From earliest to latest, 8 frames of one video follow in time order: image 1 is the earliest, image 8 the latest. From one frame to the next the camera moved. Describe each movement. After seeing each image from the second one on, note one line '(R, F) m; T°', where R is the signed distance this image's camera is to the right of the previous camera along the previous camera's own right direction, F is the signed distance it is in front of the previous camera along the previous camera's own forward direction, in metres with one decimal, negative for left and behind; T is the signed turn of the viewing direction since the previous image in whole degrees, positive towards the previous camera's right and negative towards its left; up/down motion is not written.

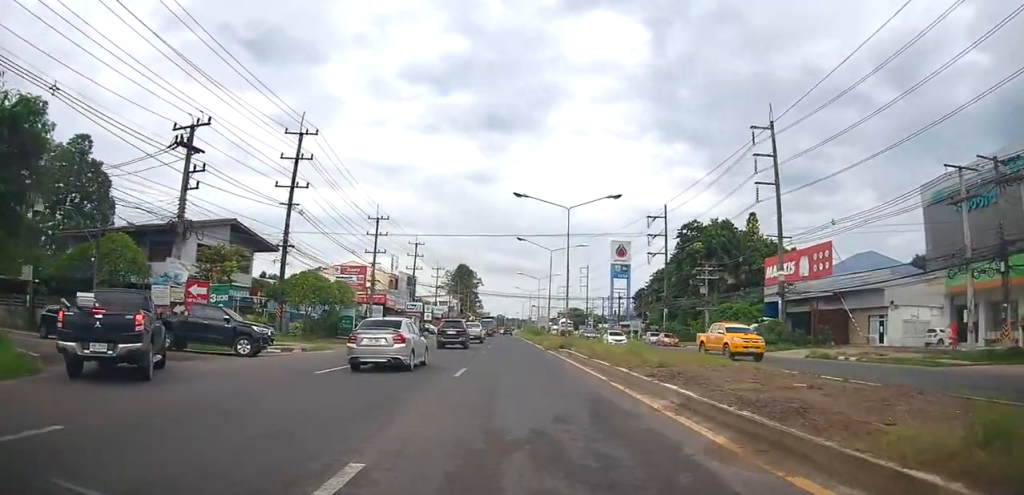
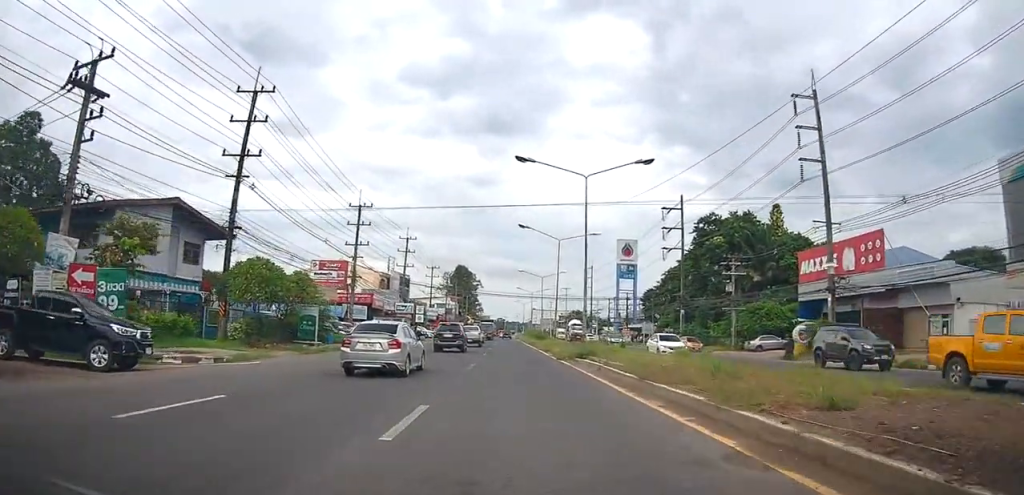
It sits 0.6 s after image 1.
(+0.1, +8.3) m; 0°
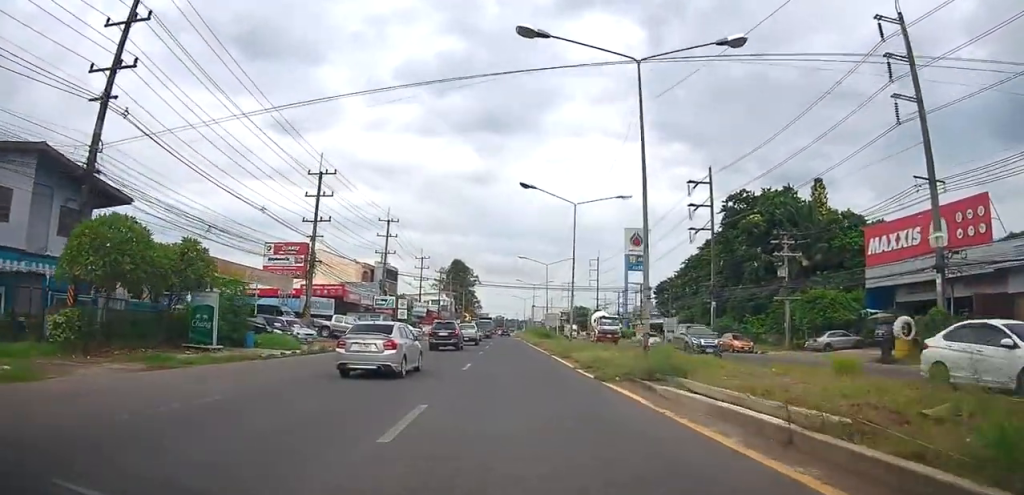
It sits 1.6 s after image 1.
(-0.2, +12.1) m; -1°
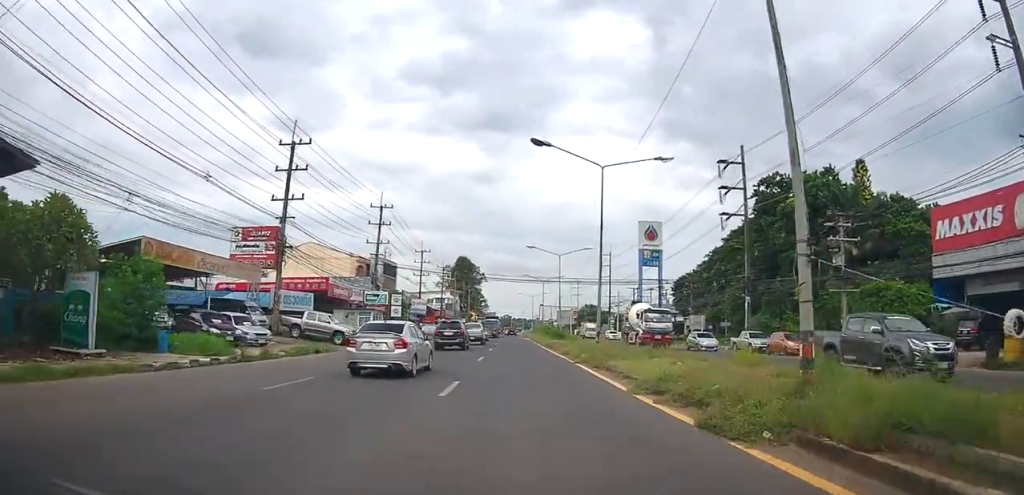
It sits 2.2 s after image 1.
(0.0, +7.7) m; 0°
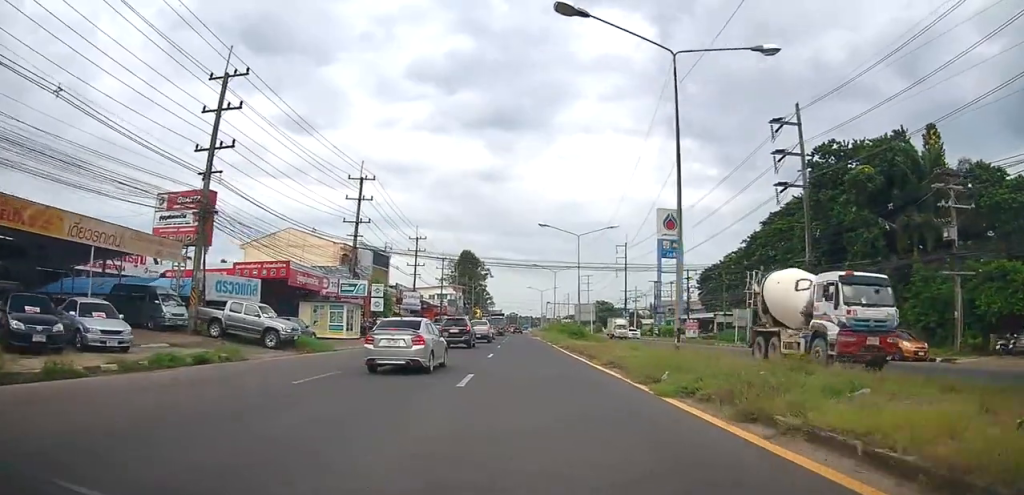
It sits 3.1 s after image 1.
(0.0, +11.0) m; -1°
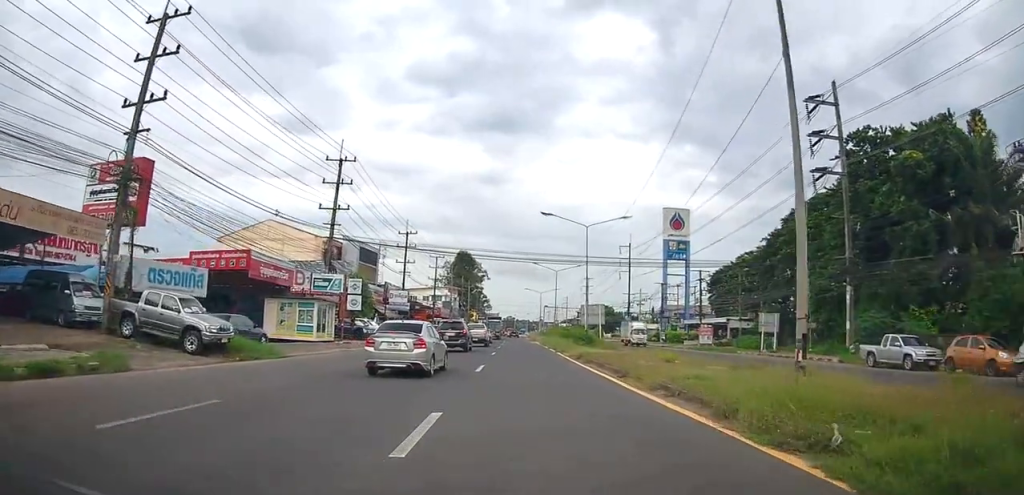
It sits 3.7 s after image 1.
(0.0, +6.3) m; -1°
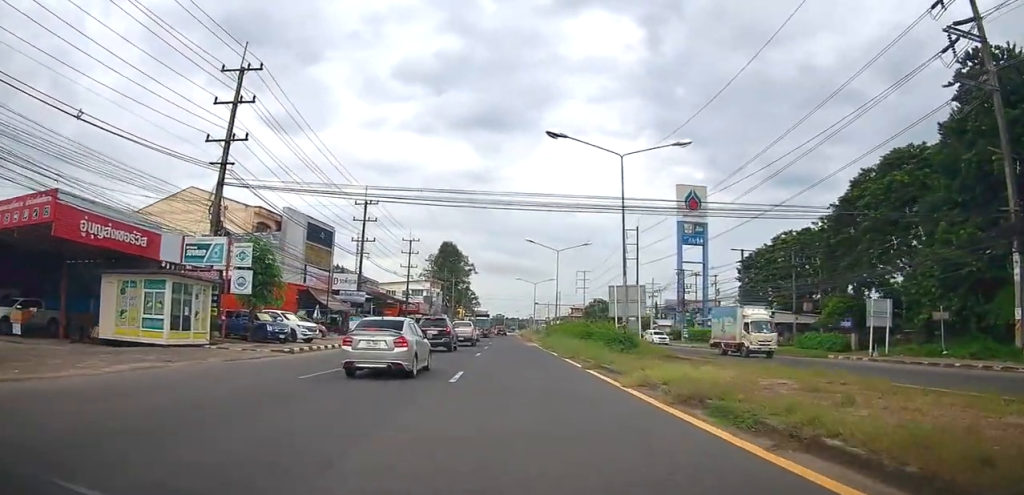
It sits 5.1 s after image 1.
(0.0, +16.3) m; +1°
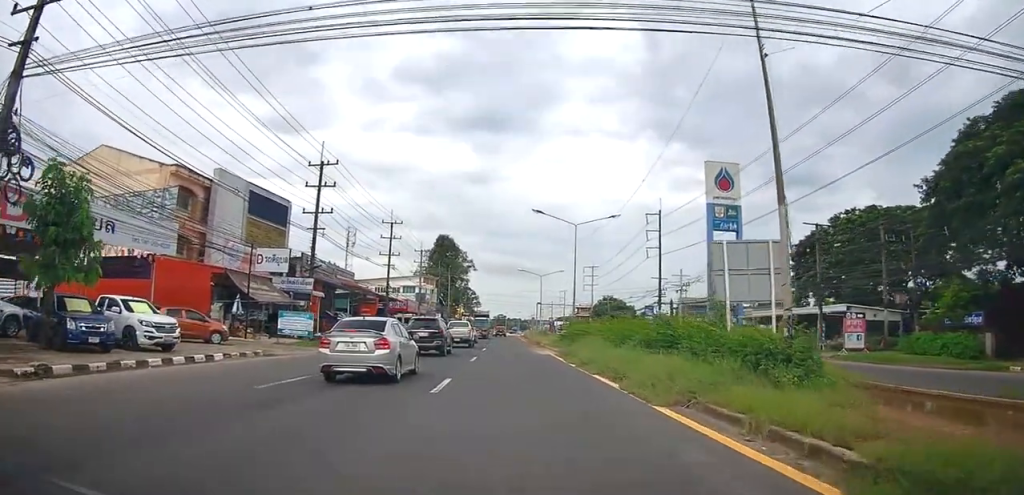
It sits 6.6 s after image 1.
(+0.3, +14.7) m; 0°
